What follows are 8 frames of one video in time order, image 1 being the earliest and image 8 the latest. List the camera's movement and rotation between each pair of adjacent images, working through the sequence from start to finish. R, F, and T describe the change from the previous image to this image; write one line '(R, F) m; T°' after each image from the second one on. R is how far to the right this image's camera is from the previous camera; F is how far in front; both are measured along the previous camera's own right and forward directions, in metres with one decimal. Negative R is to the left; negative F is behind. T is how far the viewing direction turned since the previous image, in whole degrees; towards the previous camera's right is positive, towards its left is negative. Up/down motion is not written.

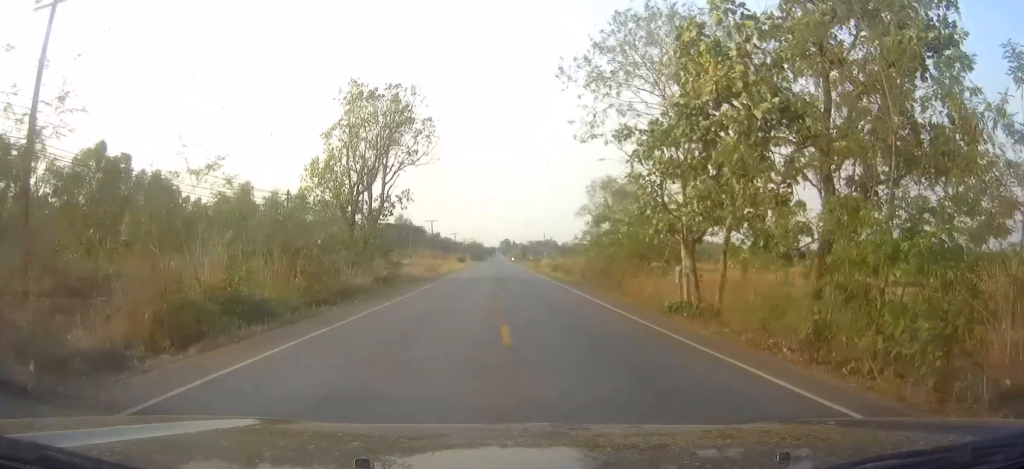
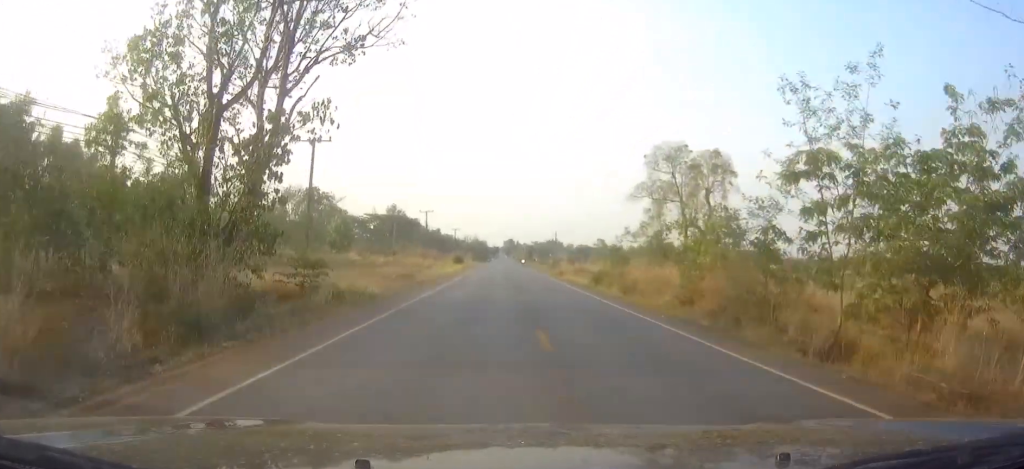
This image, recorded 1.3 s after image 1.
(0.0, +24.6) m; +1°
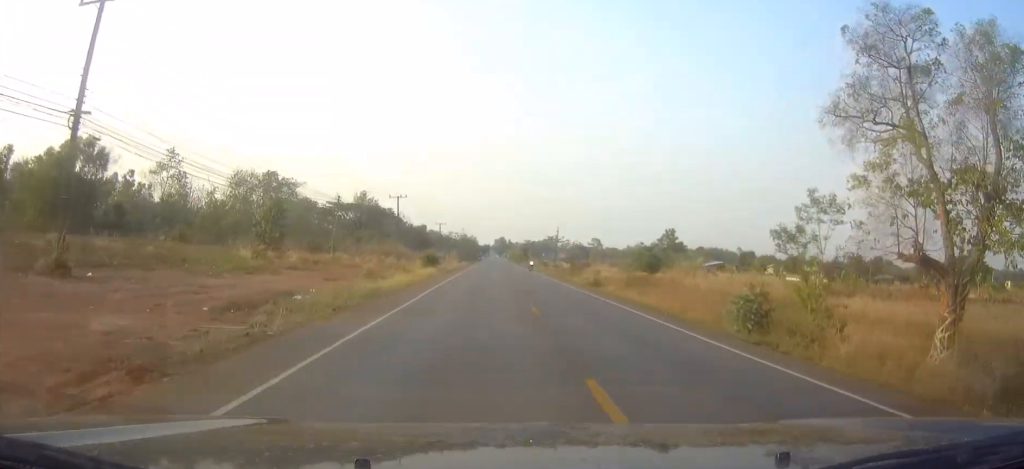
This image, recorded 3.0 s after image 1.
(+0.3, +30.2) m; 0°
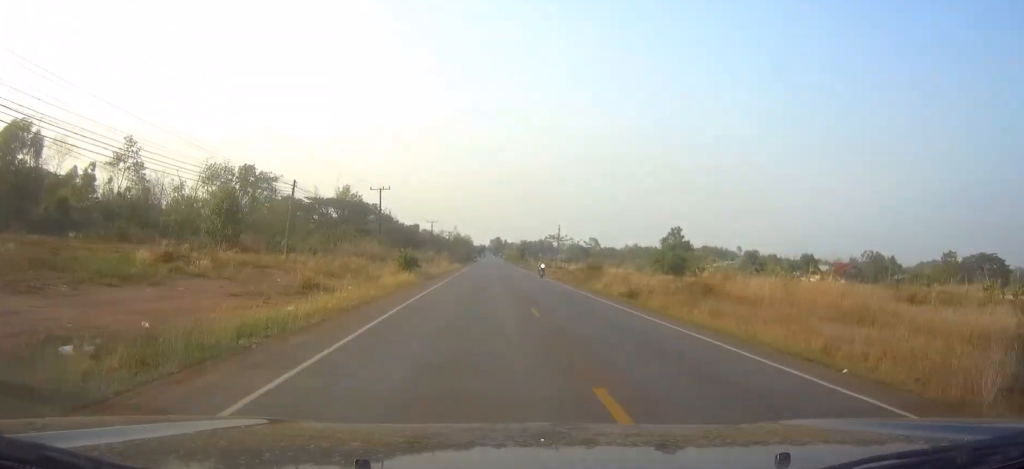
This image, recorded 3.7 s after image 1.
(0.0, +13.0) m; 0°
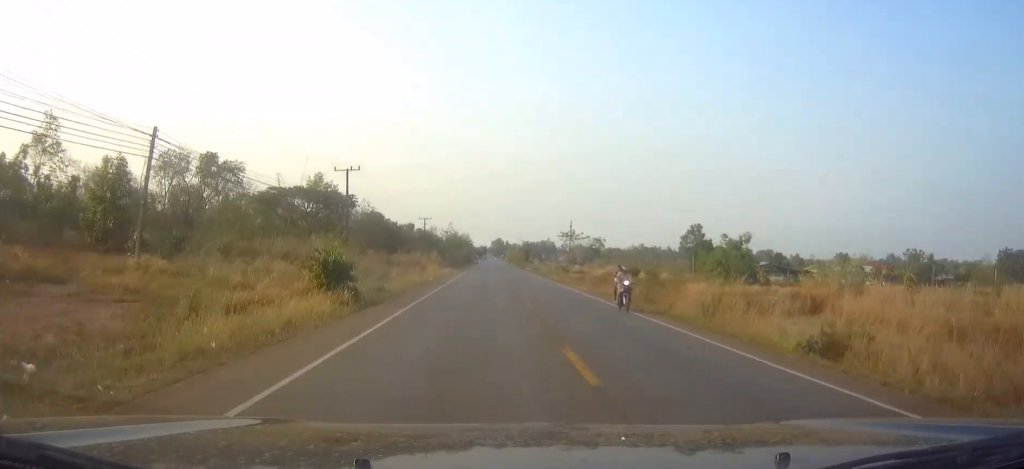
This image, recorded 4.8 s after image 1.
(+0.1, +21.1) m; 0°
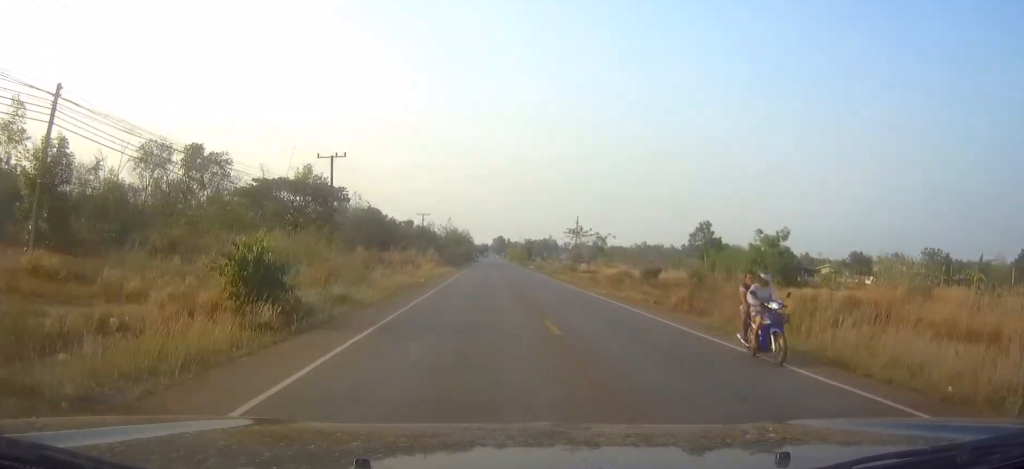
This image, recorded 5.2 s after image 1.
(0.0, +7.5) m; 0°
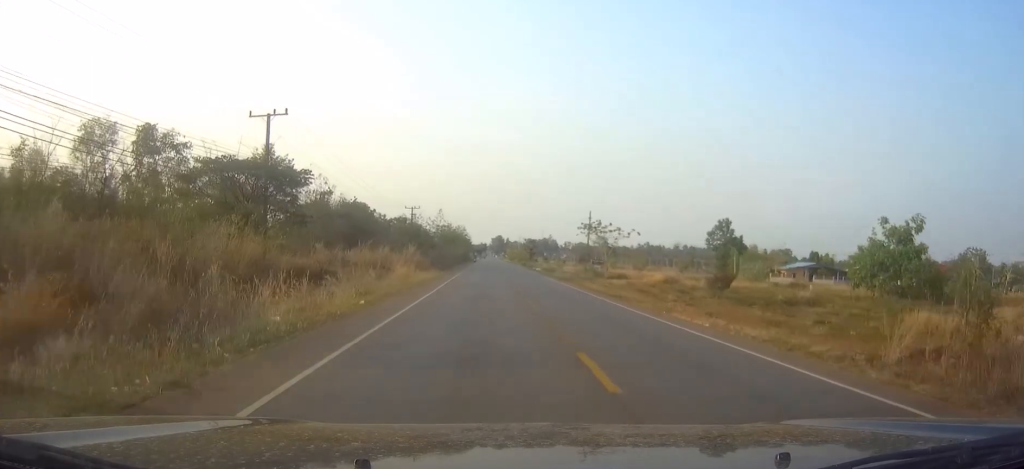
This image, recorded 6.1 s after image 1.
(0.0, +17.4) m; 0°
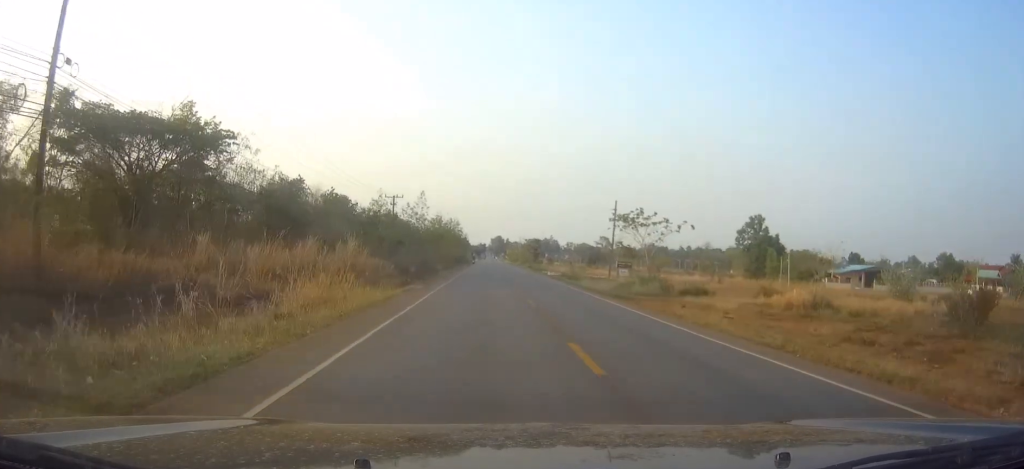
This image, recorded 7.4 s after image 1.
(0.0, +23.1) m; 0°
